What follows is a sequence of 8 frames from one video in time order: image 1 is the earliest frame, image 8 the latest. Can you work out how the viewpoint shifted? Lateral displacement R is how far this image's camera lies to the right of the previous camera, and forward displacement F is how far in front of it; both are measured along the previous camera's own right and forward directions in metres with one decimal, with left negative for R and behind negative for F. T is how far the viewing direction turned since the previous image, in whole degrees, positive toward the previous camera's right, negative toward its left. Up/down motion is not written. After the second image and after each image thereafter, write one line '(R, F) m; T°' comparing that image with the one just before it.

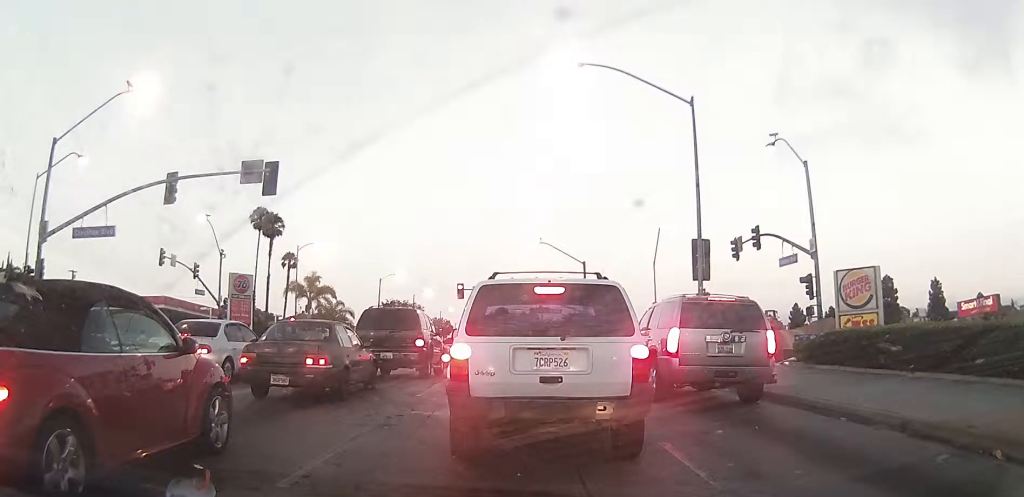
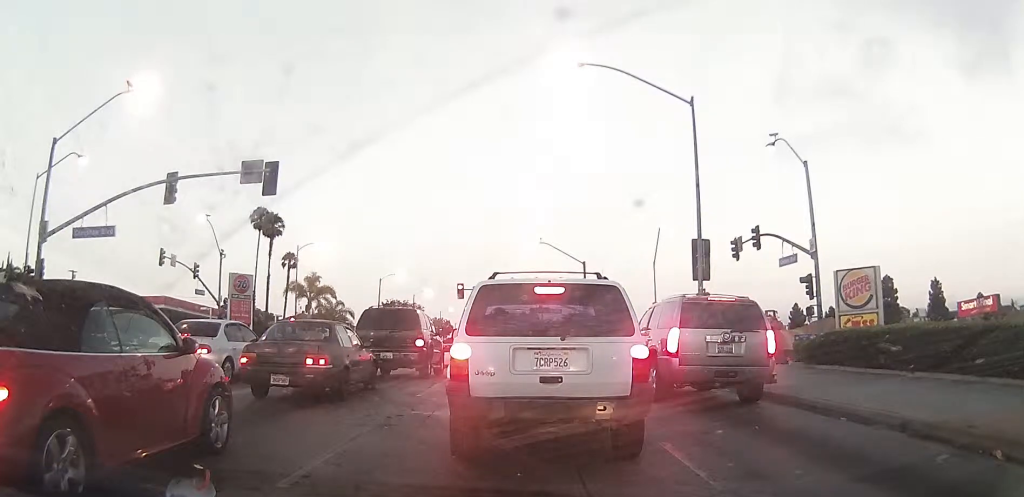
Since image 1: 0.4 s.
(0.0, 0.0) m; 0°
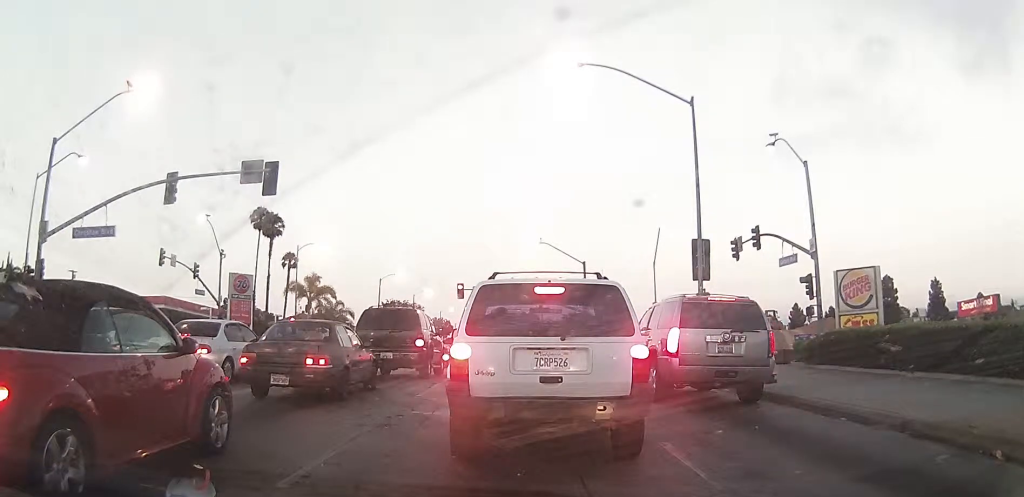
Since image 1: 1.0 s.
(0.0, 0.0) m; 0°
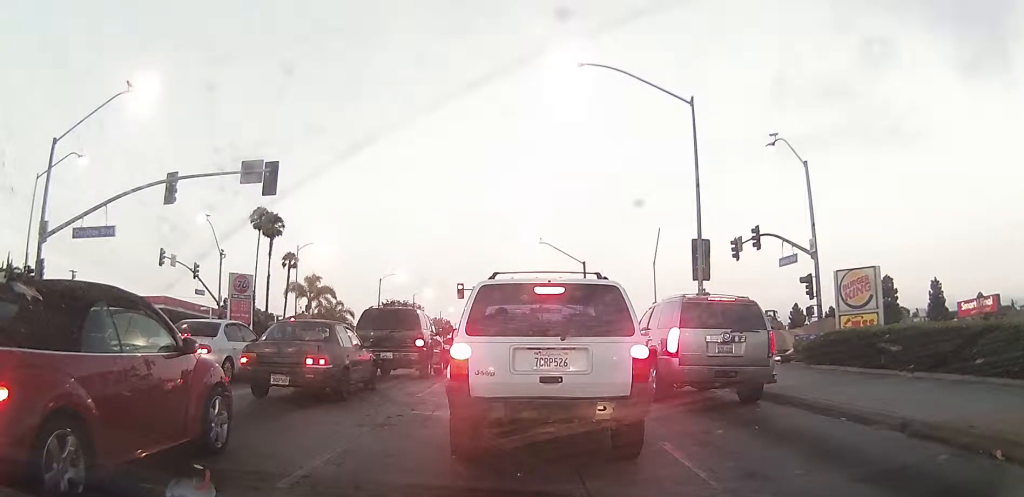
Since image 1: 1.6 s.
(0.0, 0.0) m; 0°
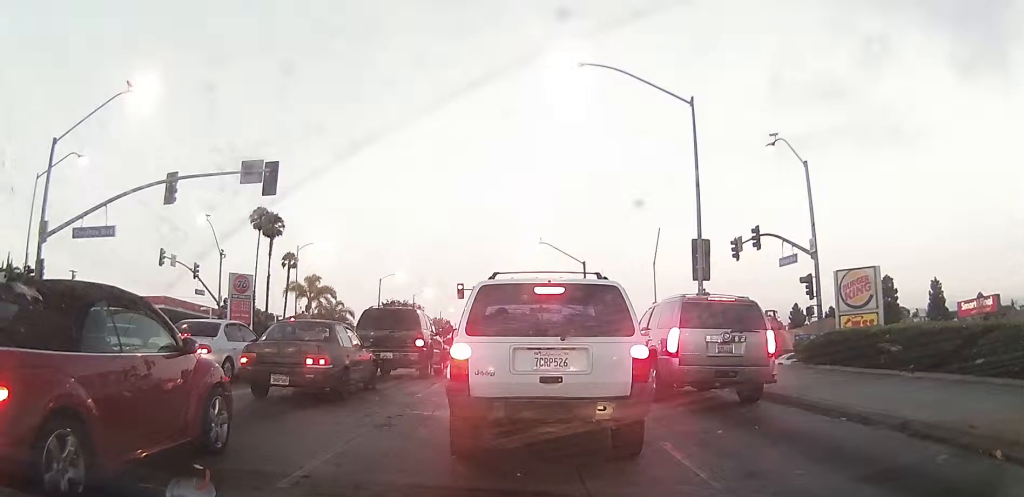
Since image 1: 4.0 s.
(0.0, 0.0) m; 0°
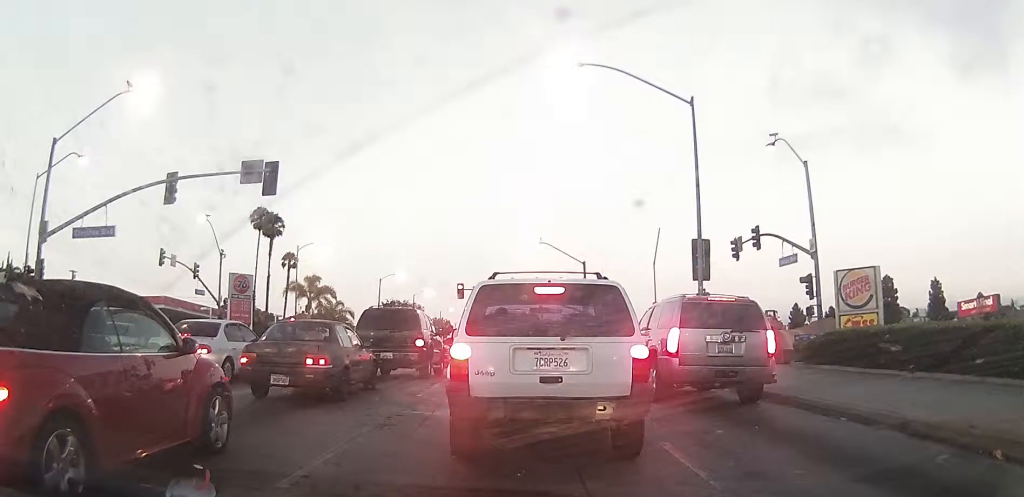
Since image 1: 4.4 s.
(0.0, 0.0) m; 0°
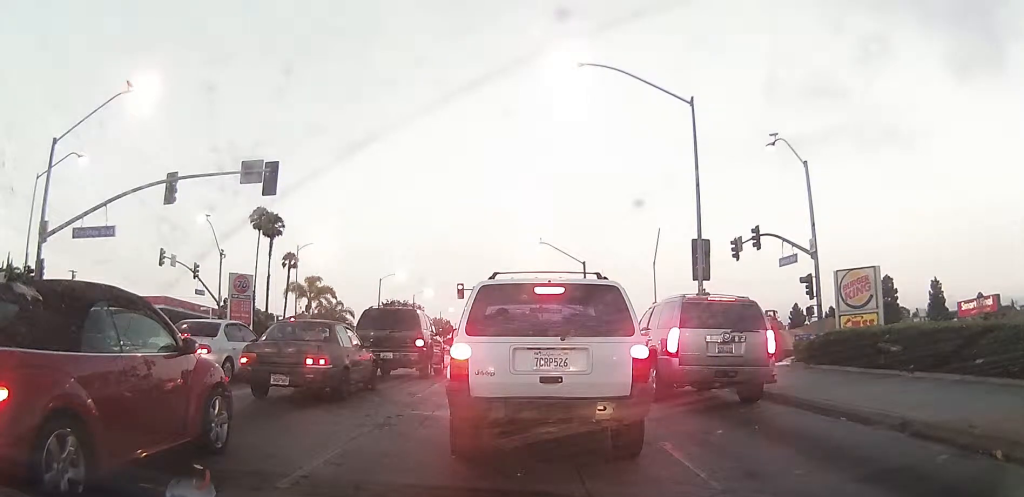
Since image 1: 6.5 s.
(0.0, 0.0) m; 0°
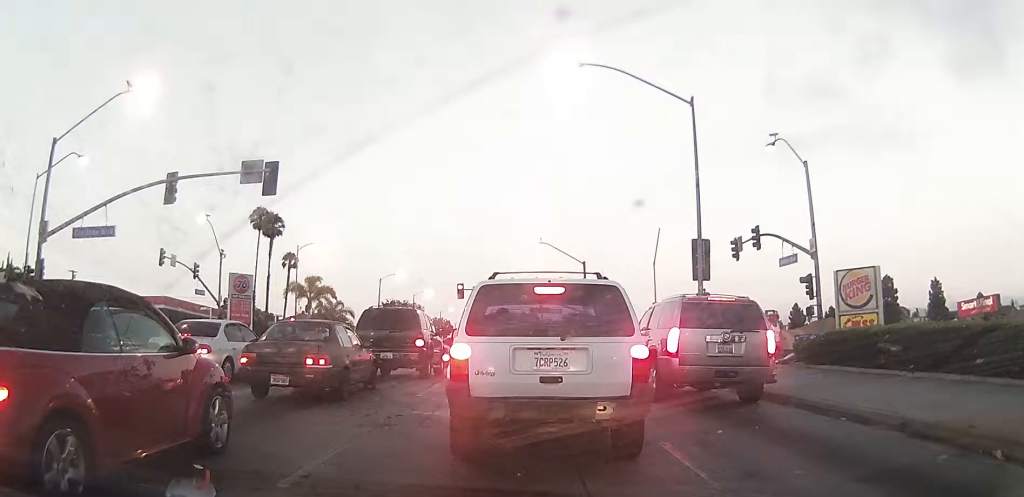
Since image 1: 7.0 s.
(0.0, 0.0) m; 0°
